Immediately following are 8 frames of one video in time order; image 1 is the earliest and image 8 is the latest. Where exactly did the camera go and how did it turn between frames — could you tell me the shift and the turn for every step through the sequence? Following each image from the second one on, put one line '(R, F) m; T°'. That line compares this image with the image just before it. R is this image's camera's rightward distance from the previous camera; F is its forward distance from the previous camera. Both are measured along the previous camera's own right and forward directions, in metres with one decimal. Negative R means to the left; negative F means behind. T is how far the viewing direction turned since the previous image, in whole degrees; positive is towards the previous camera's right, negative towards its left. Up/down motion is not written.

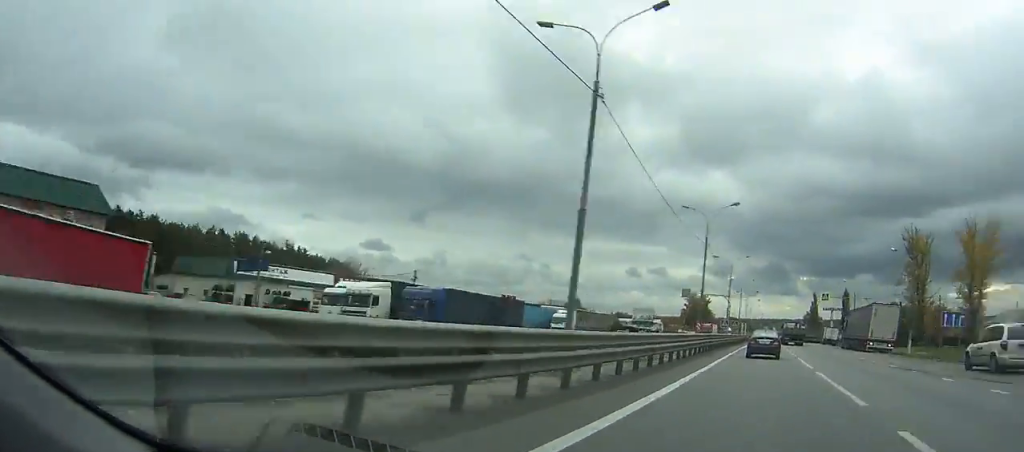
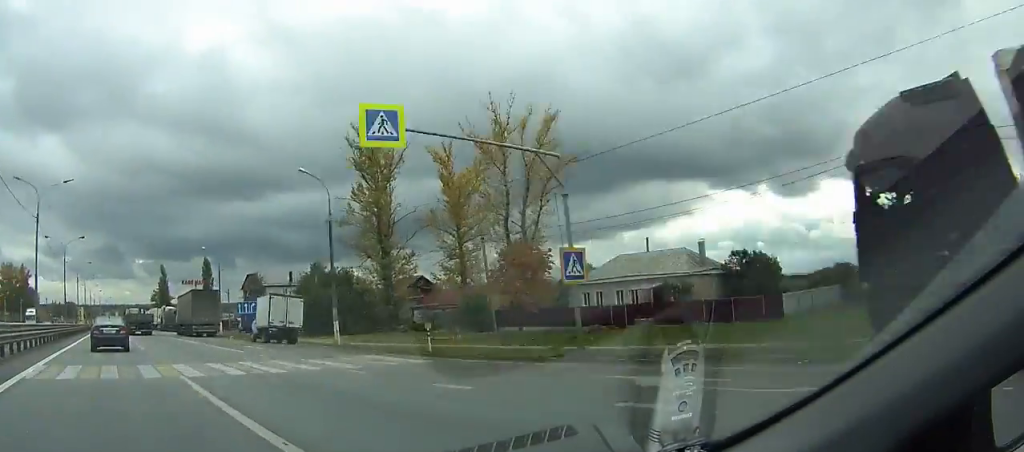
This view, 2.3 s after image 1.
(0.0, +60.5) m; 0°
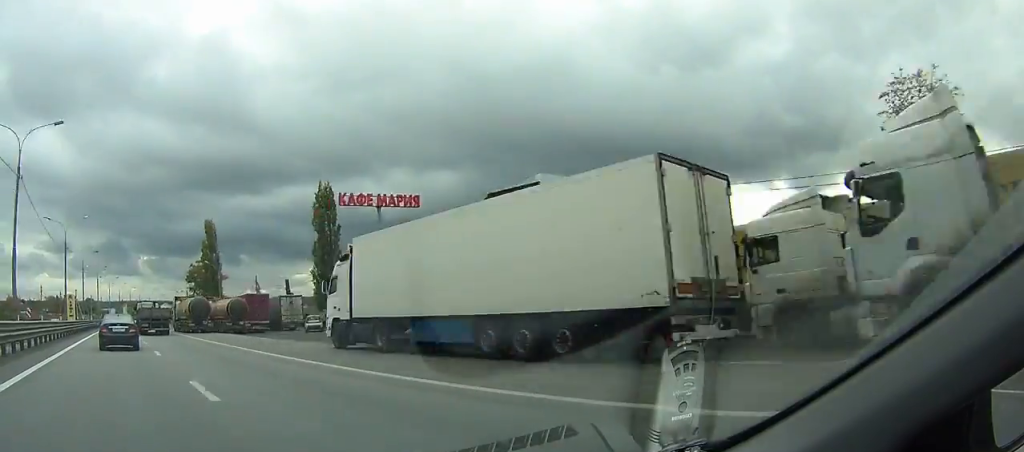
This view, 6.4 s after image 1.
(+0.1, +105.1) m; 0°
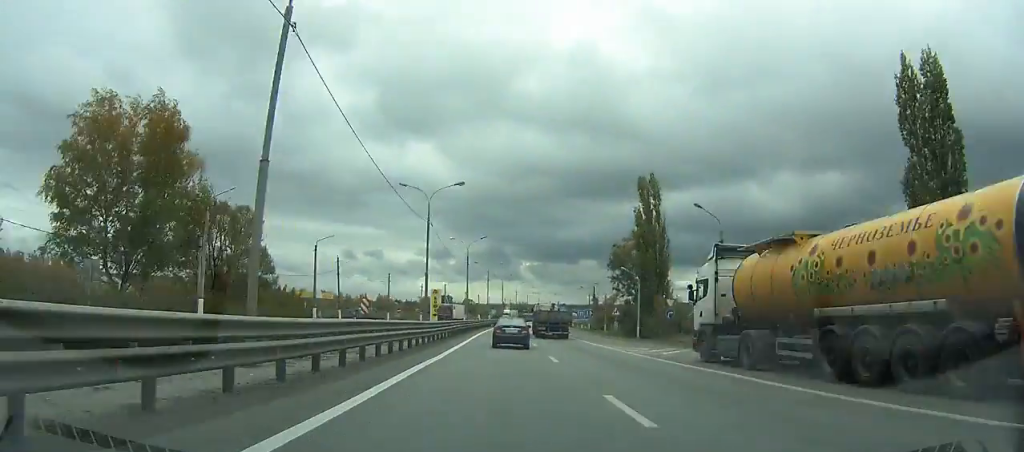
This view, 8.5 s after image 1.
(0.0, +53.0) m; +1°
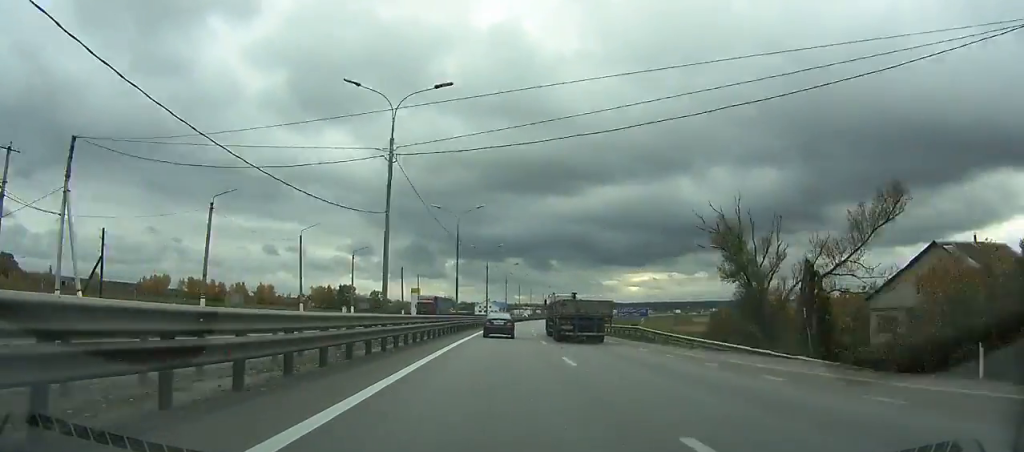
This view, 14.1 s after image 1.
(+5.1, +139.9) m; +6°
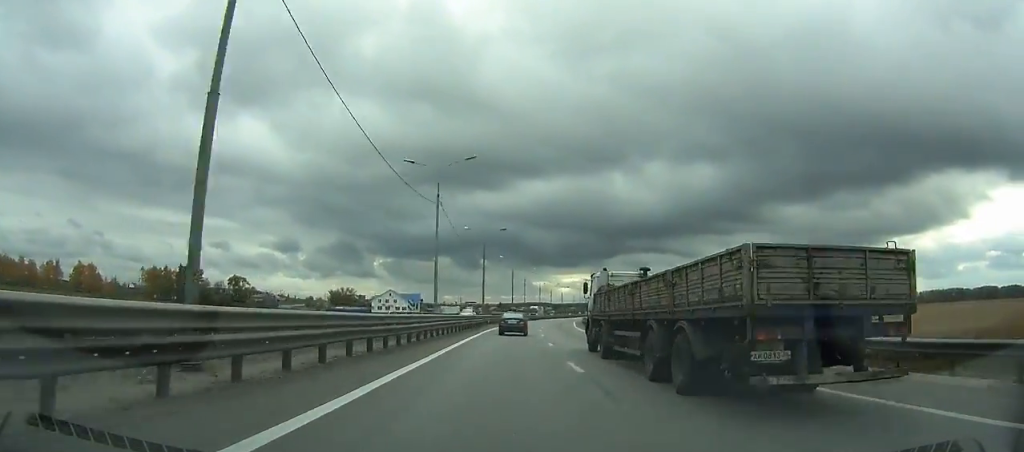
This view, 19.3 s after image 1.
(+9.1, +133.7) m; +8°
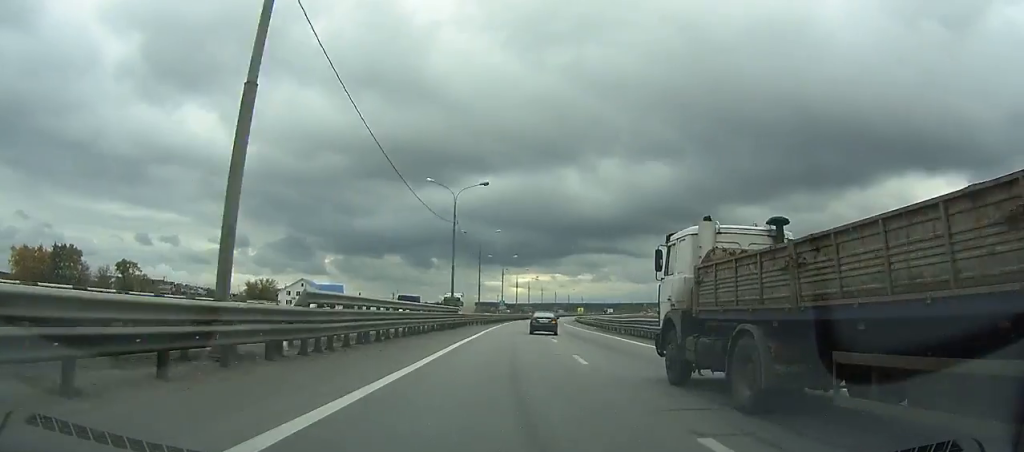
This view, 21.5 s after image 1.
(+2.1, +58.5) m; +4°
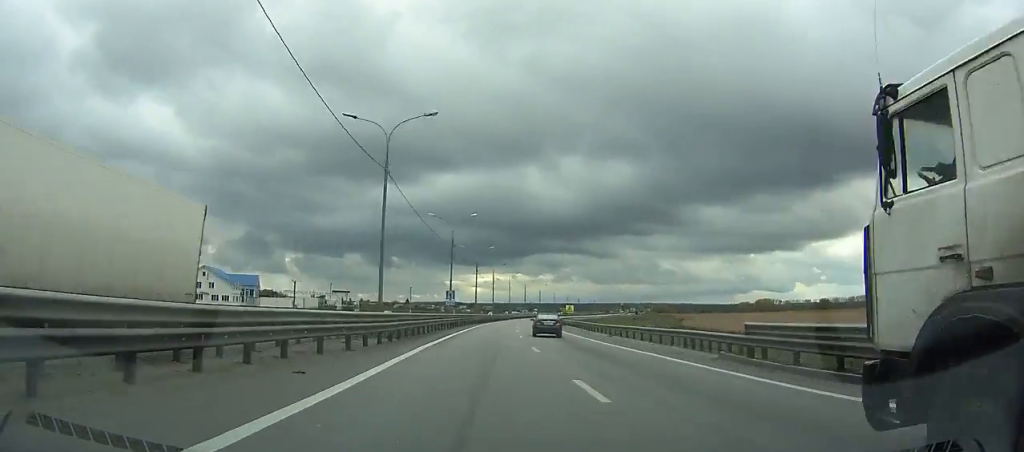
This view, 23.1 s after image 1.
(+0.4, +42.9) m; +3°
